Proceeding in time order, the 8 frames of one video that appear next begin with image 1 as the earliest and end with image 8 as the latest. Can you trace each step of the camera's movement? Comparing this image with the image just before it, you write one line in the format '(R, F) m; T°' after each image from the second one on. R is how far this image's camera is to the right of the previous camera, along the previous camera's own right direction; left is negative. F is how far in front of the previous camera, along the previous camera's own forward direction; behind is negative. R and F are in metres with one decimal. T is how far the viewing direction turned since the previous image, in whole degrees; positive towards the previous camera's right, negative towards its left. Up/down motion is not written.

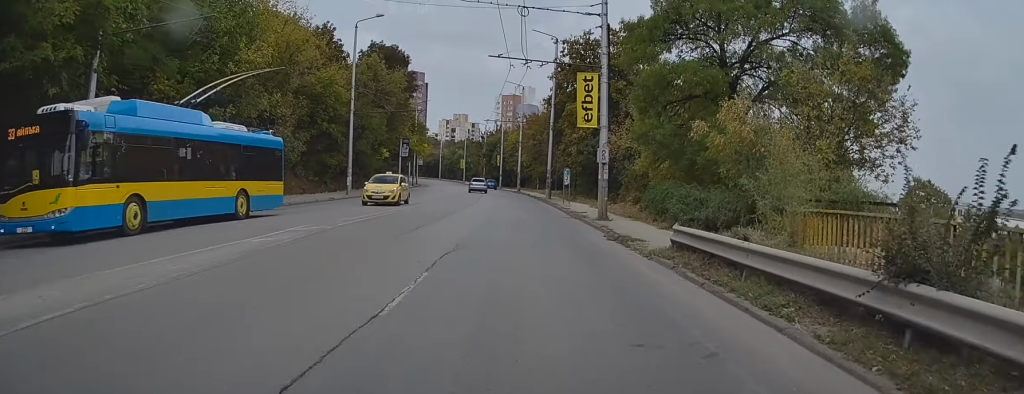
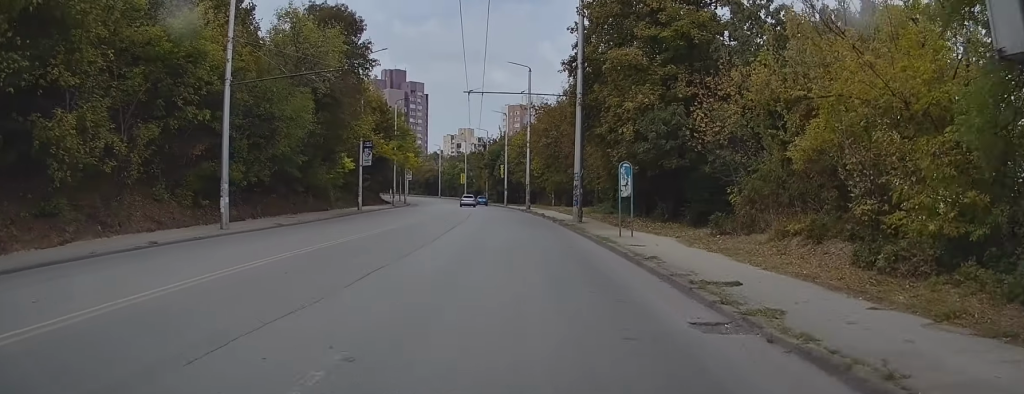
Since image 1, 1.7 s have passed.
(-0.7, +22.1) m; -2°
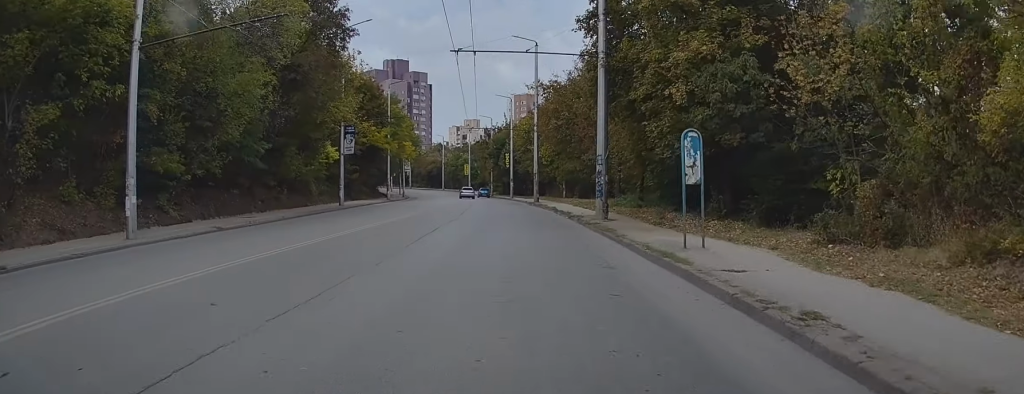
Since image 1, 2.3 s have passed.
(+0.2, +7.4) m; 0°
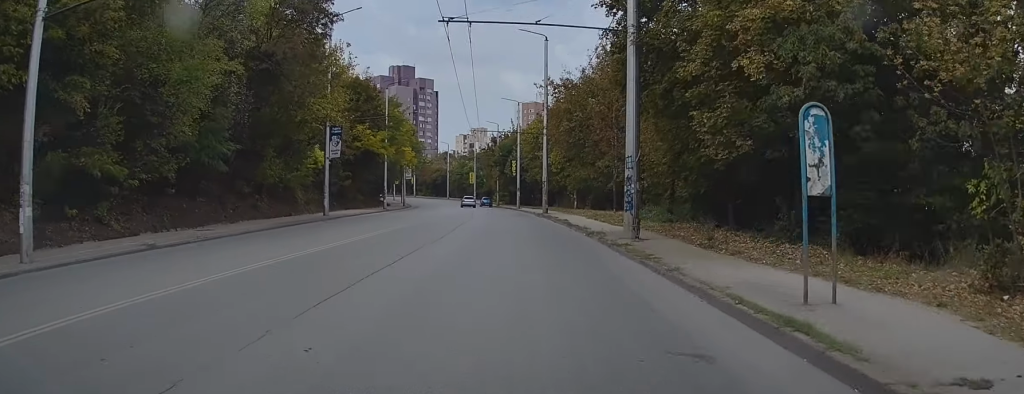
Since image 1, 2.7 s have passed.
(0.0, +5.3) m; 0°
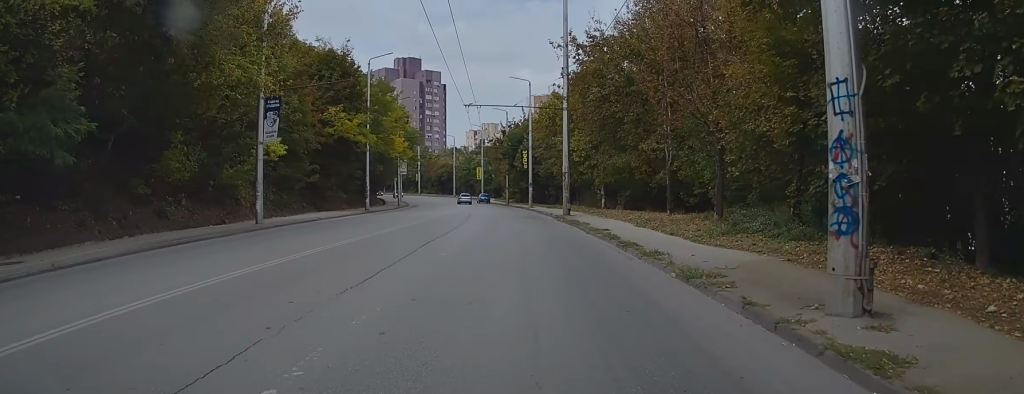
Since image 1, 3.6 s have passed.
(-0.1, +12.5) m; -1°
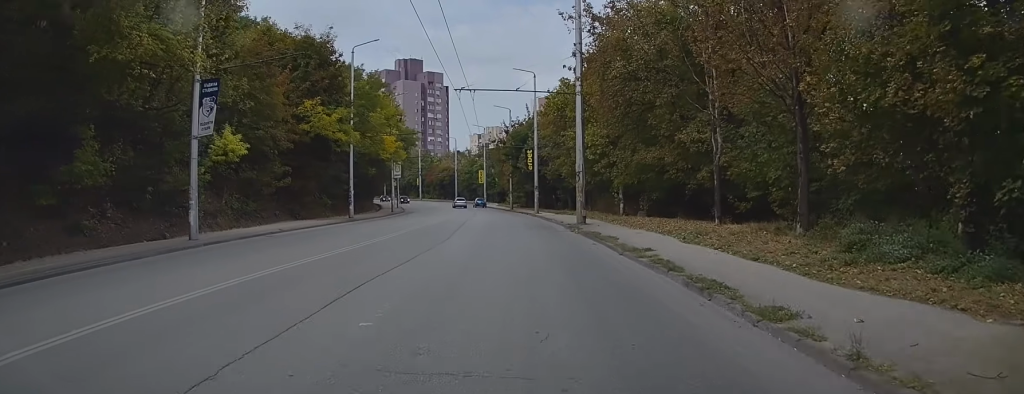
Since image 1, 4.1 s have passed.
(-0.1, +6.8) m; 0°
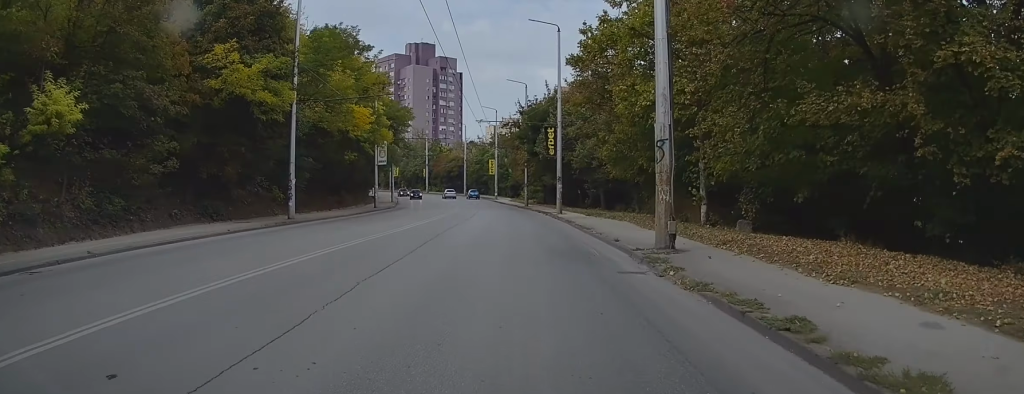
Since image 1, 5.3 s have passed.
(0.0, +15.7) m; -2°
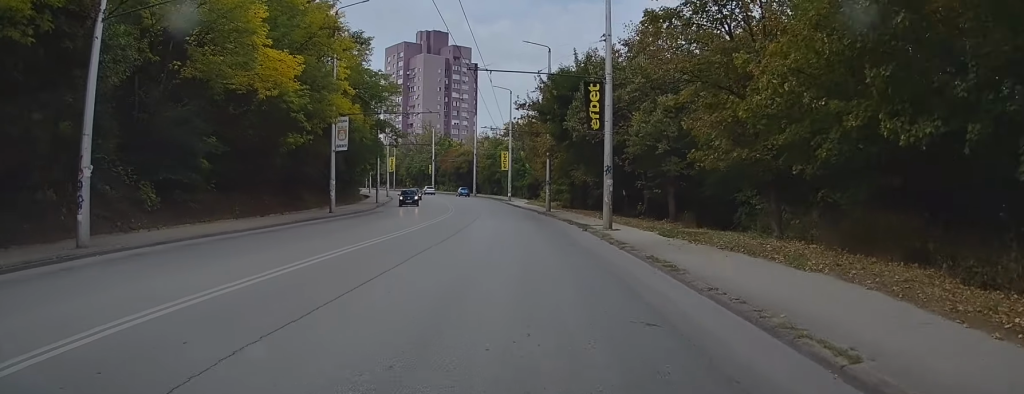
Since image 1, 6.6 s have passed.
(-0.6, +18.1) m; -2°
